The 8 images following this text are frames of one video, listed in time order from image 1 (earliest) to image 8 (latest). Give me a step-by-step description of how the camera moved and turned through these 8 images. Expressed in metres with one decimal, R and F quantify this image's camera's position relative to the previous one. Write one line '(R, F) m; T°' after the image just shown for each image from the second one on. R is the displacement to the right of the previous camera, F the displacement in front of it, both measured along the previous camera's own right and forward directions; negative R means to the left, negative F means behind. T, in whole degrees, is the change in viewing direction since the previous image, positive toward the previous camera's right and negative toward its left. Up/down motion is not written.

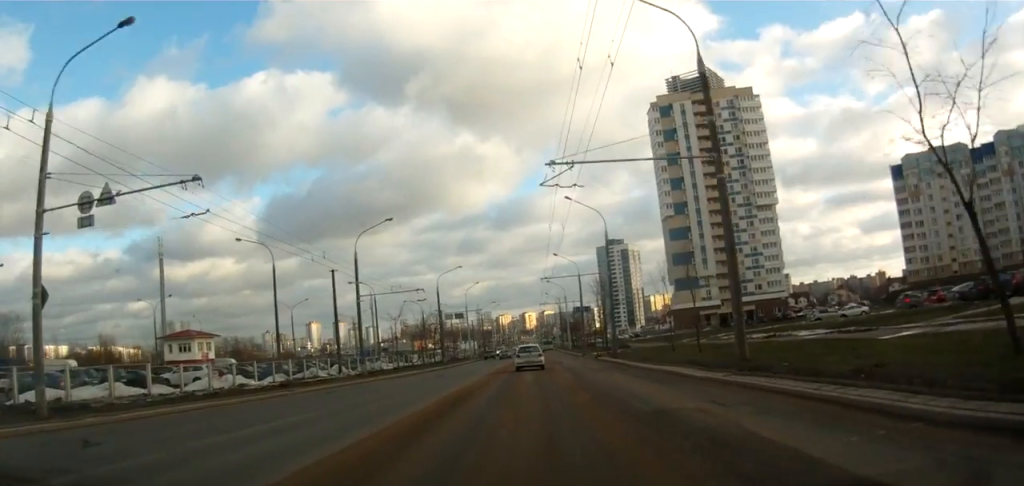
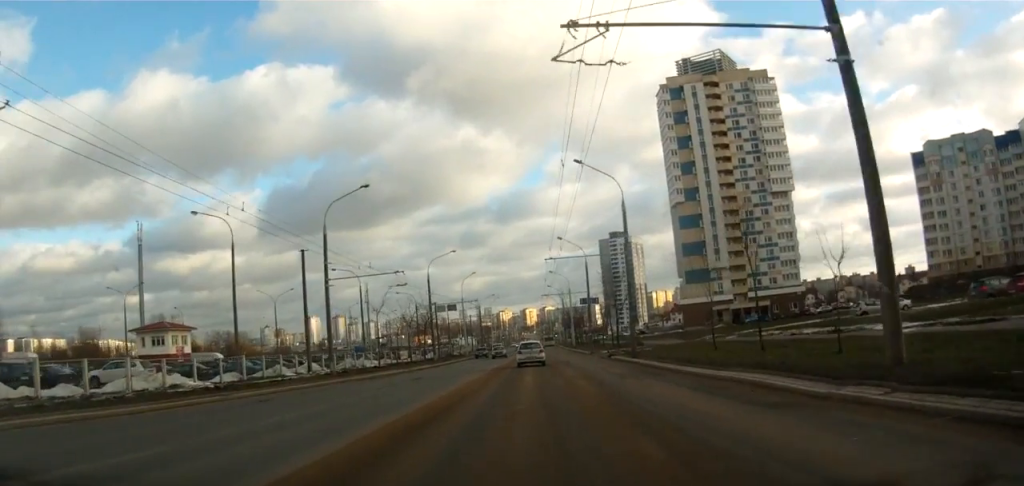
(-0.1, +8.2) m; 0°
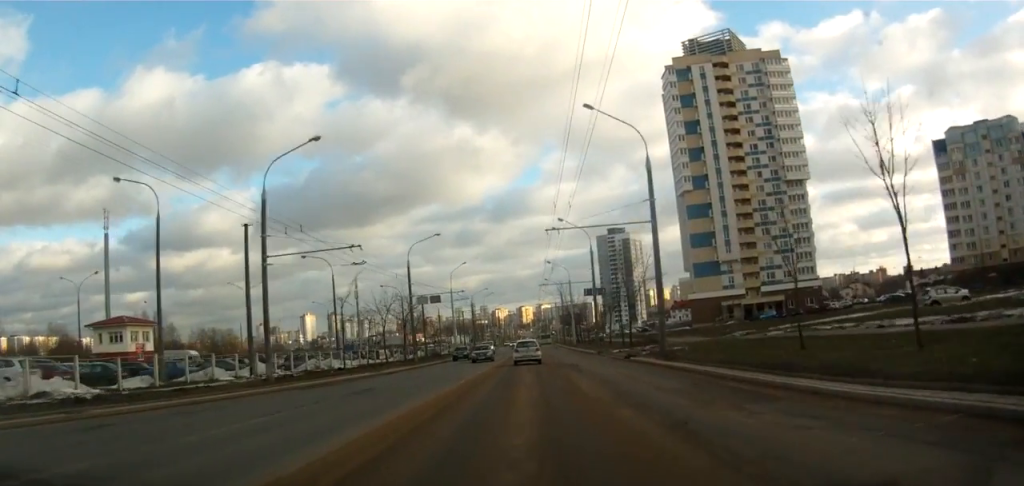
(-0.1, +9.4) m; 0°
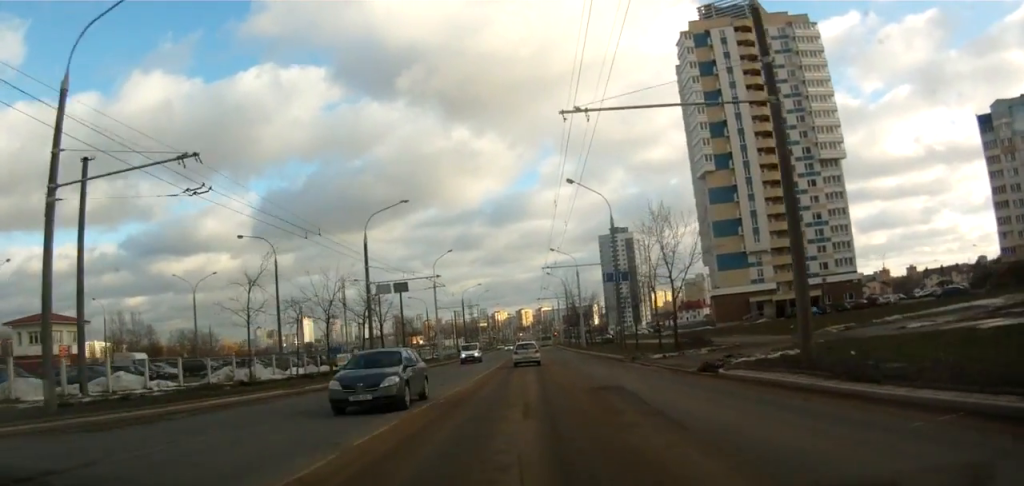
(+0.1, +15.6) m; 0°
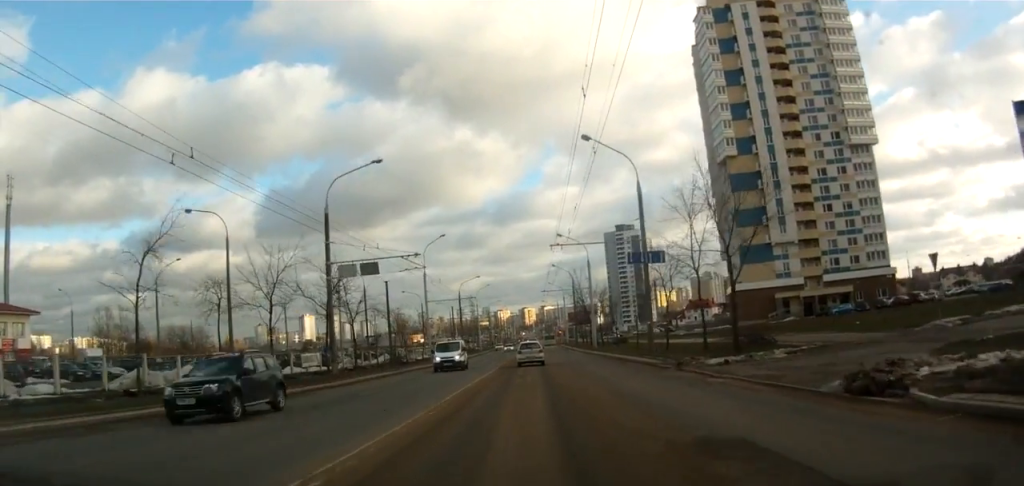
(+0.1, +10.0) m; 0°
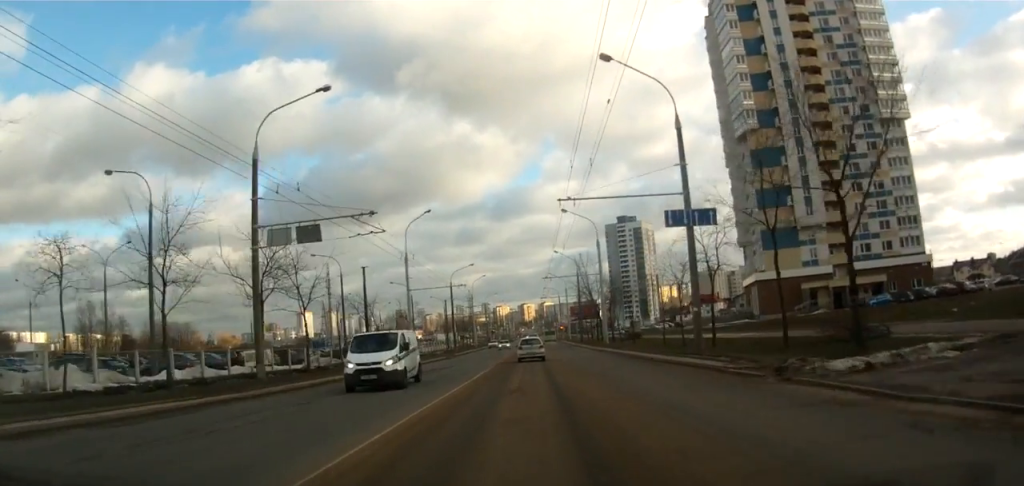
(-0.2, +9.6) m; 0°
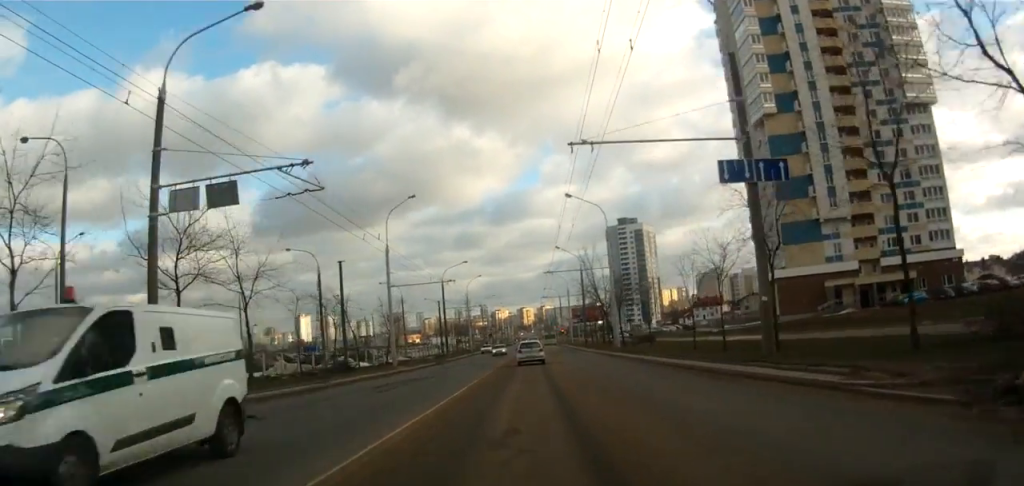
(0.0, +8.0) m; 0°
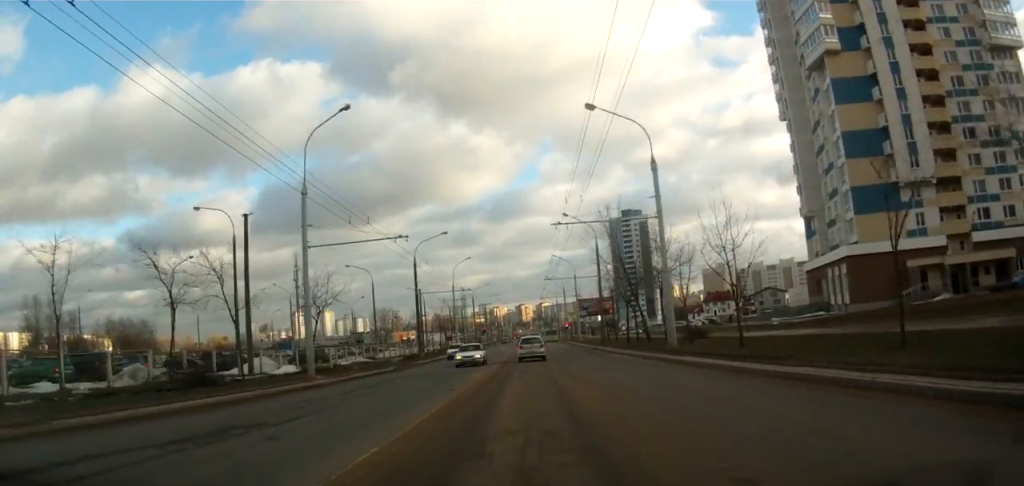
(0.0, +18.9) m; -1°
